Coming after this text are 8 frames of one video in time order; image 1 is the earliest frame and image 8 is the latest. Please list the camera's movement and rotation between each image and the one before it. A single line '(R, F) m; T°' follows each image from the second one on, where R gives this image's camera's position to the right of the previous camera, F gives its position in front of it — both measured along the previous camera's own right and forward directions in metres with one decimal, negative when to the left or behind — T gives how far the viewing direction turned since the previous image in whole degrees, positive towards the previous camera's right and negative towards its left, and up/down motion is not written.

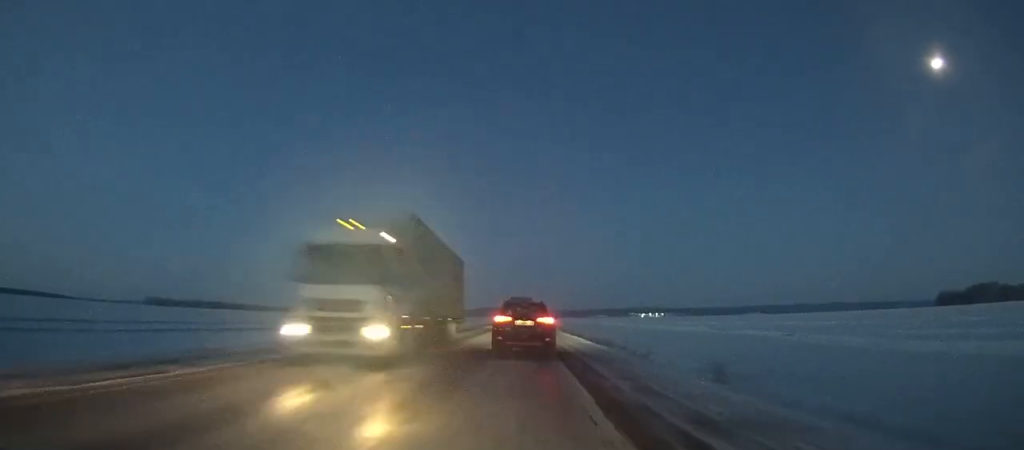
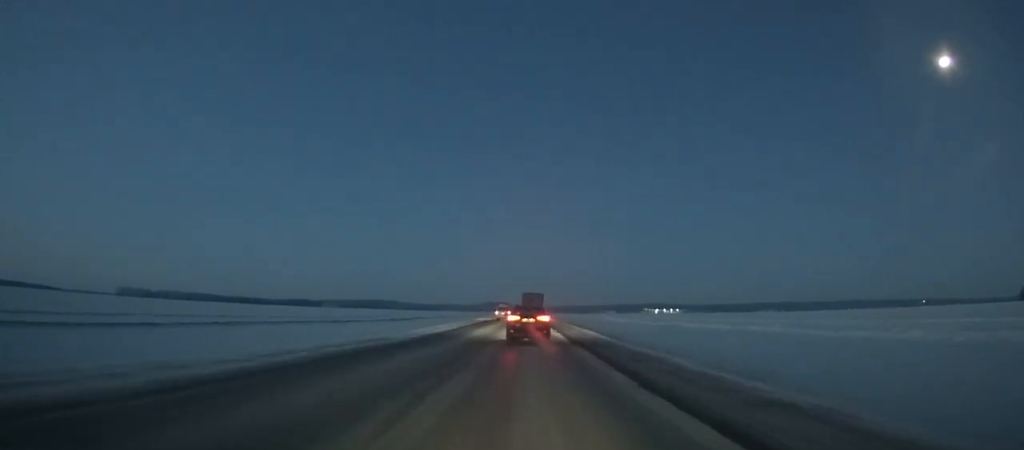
(-0.4, +136.7) m; 0°
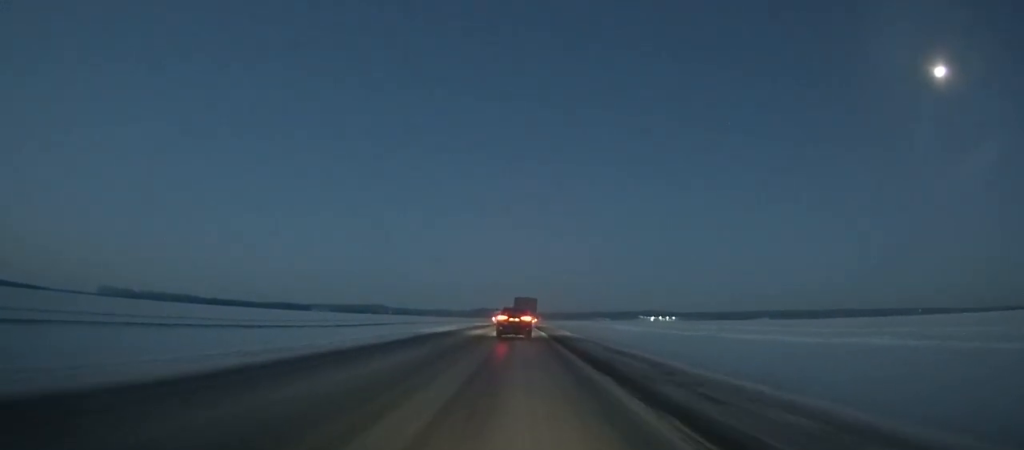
(+0.1, +36.2) m; 0°
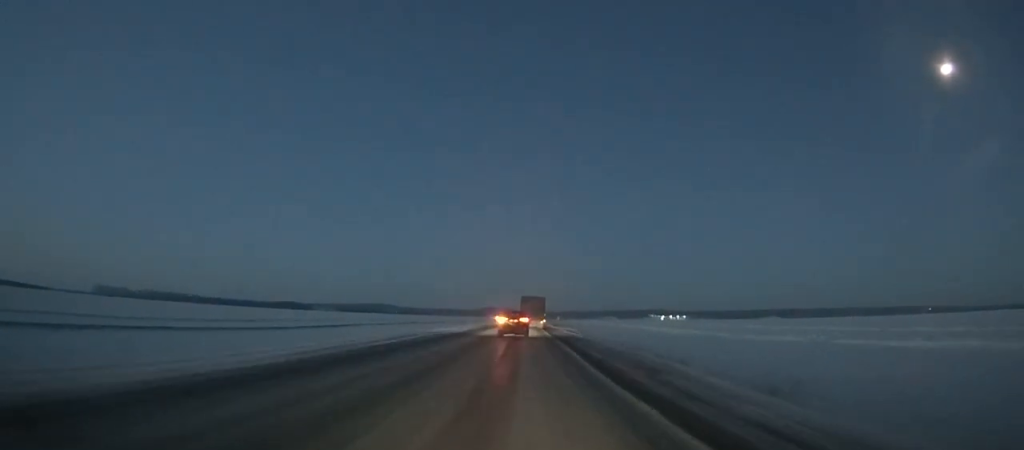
(0.0, +41.3) m; 0°
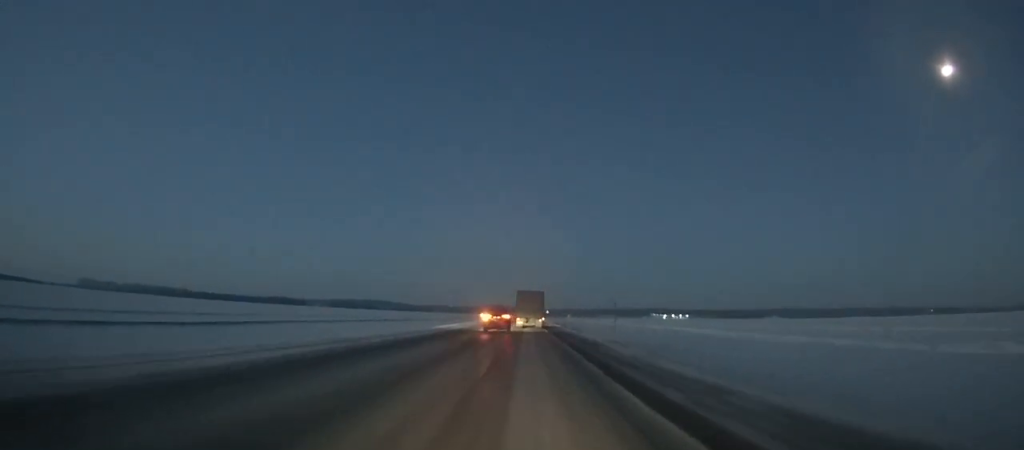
(-0.1, +44.7) m; 0°
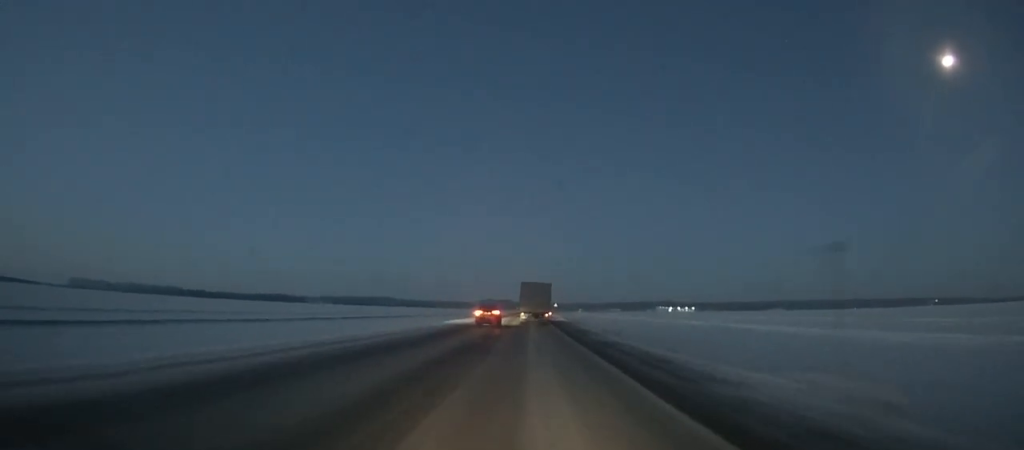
(0.0, +31.7) m; 0°
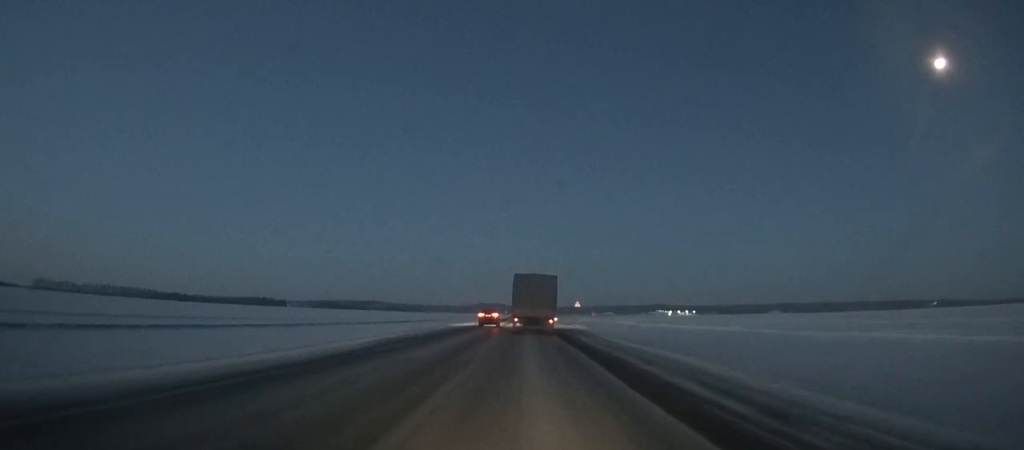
(0.0, +83.0) m; 0°
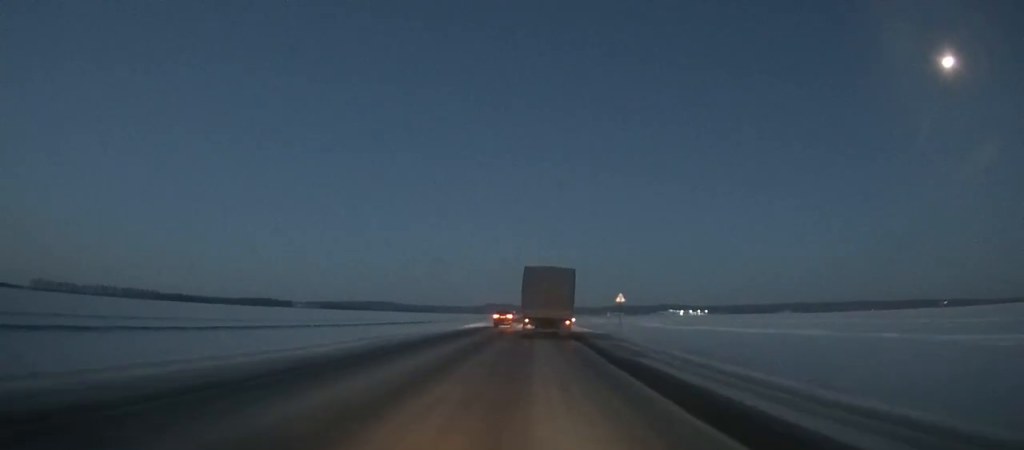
(-0.1, +27.5) m; 0°
